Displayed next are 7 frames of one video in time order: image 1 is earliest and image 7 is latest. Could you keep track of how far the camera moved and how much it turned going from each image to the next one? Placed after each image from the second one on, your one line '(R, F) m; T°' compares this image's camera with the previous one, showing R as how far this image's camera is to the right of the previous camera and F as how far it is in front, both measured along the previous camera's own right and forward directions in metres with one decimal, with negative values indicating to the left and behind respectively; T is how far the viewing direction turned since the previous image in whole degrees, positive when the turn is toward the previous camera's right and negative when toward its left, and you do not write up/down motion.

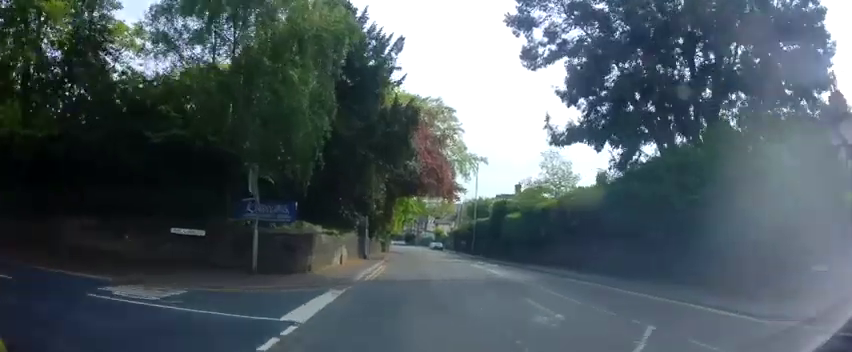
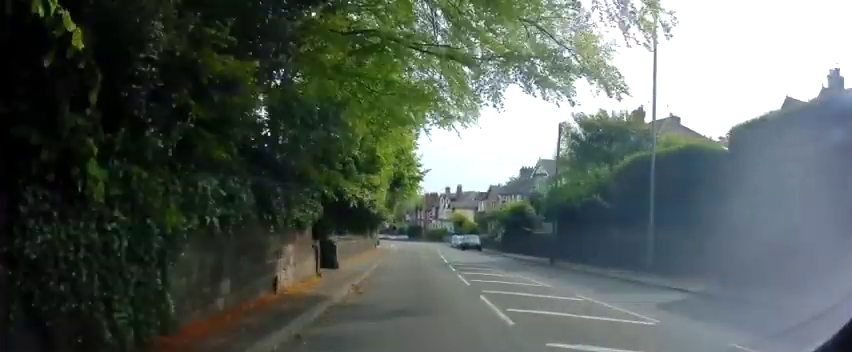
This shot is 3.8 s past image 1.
(-0.3, +46.9) m; -1°
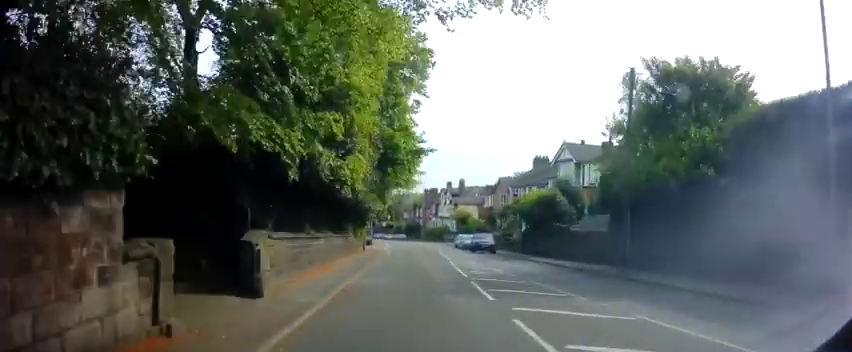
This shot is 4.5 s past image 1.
(-0.3, +9.1) m; +1°
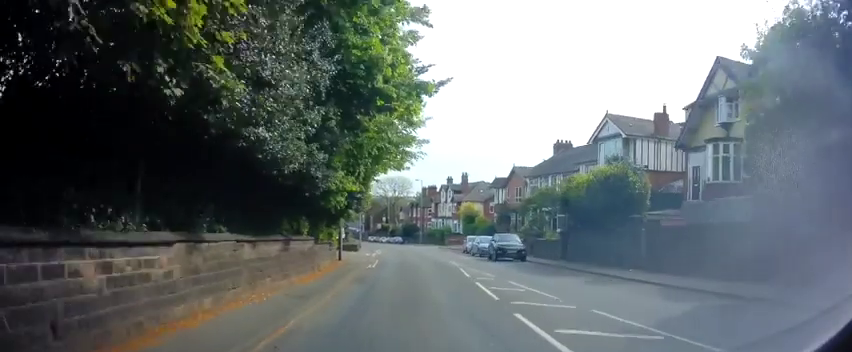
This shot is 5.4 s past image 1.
(+0.7, +10.8) m; +1°
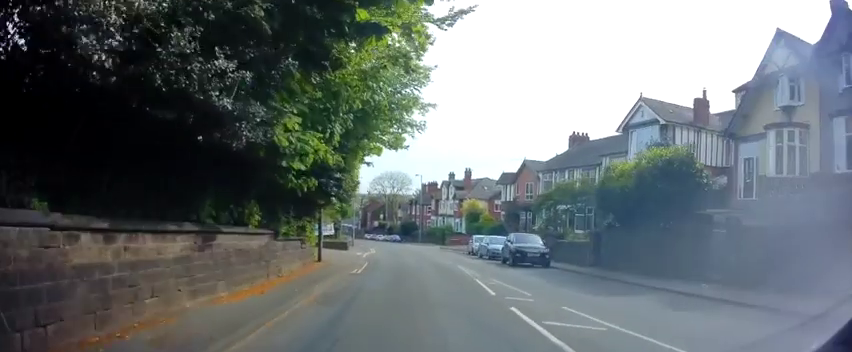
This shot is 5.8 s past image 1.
(-0.2, +5.2) m; -1°
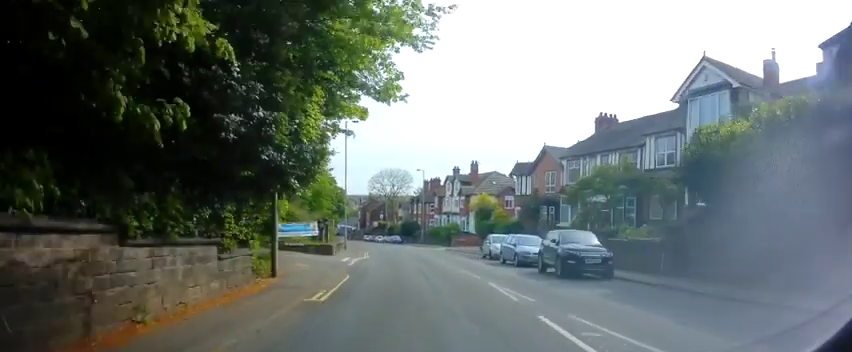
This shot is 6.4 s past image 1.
(-0.2, +7.2) m; -1°
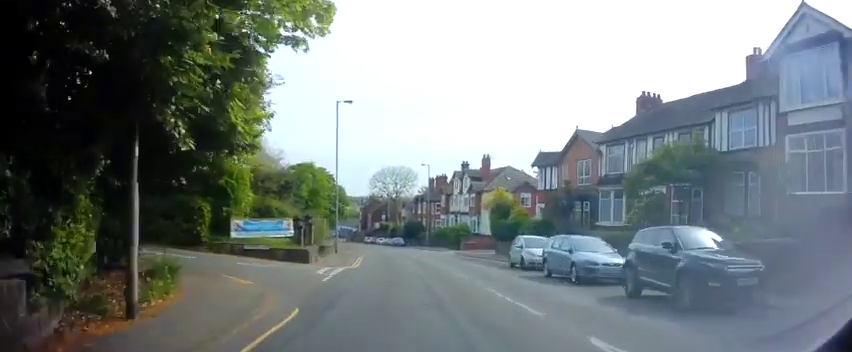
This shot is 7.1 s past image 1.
(0.0, +7.6) m; -1°
